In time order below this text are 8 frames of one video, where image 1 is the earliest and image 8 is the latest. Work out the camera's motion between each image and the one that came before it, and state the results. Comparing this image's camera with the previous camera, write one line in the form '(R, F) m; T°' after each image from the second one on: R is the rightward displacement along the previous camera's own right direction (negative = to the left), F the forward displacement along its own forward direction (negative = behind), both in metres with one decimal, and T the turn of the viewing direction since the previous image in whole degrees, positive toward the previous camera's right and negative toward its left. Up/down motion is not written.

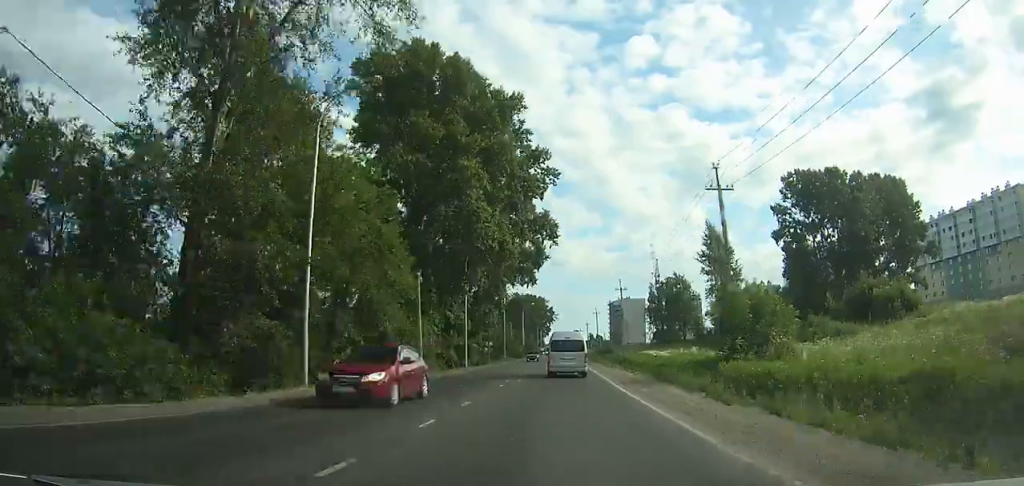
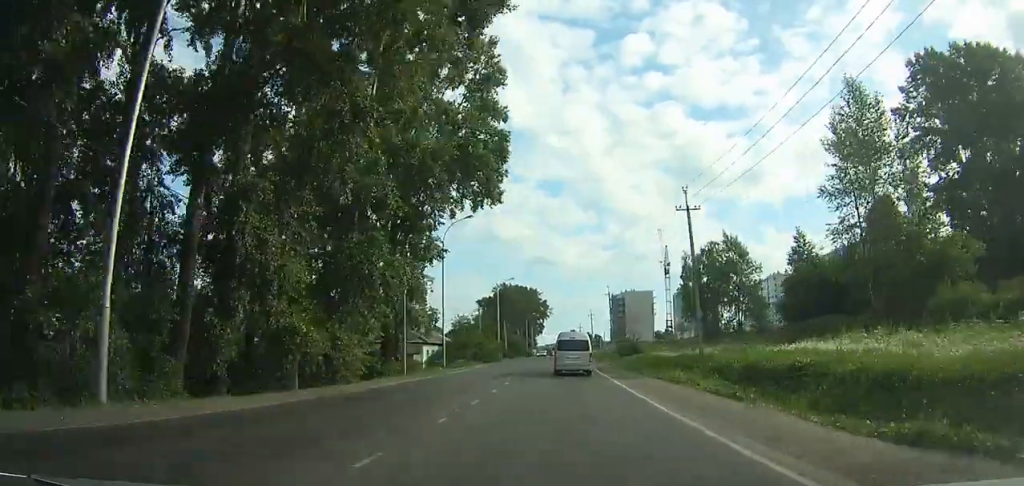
(+0.3, +45.6) m; +8°
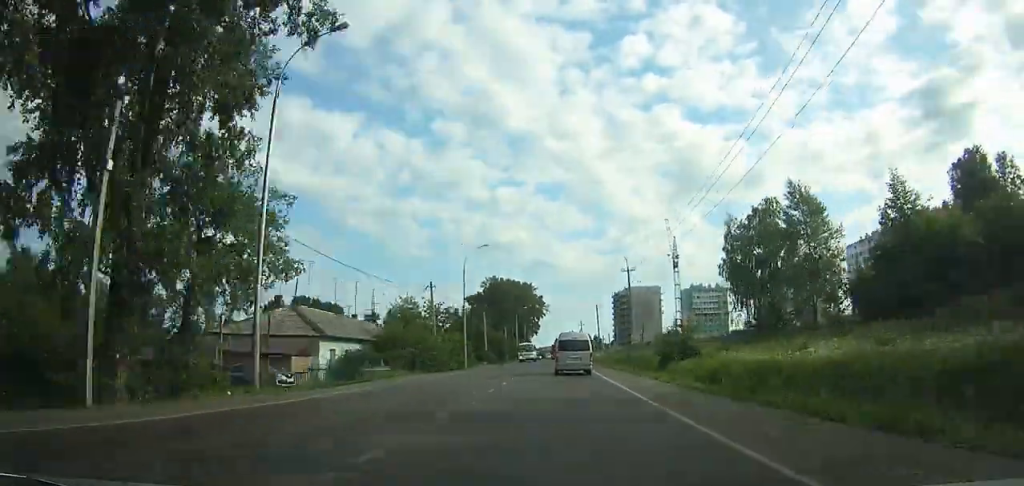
(-2.4, +27.5) m; +7°
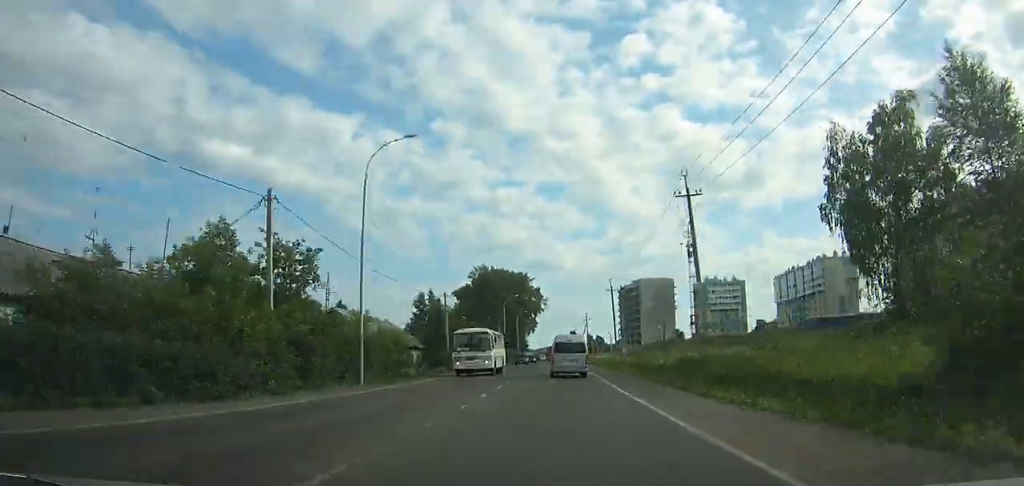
(+7.9, +17.8) m; -7°
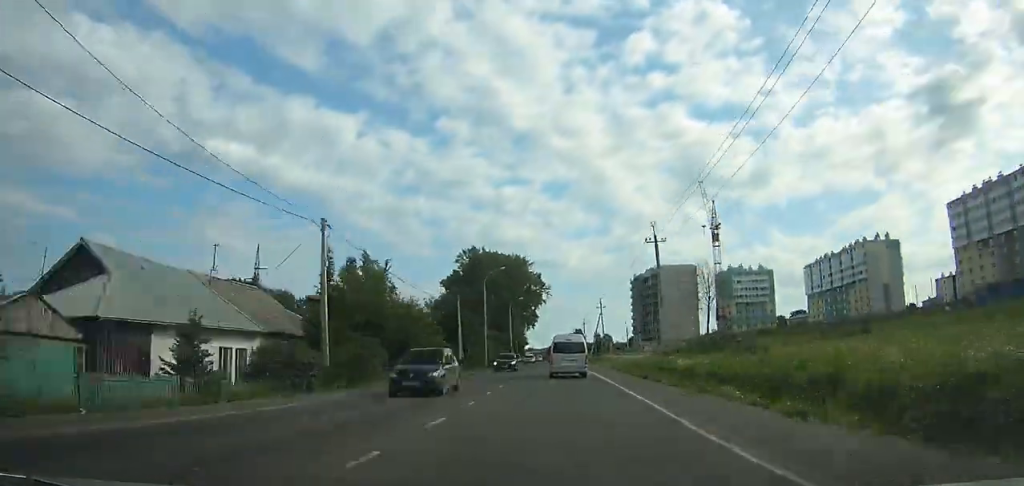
(-0.7, +25.6) m; -8°
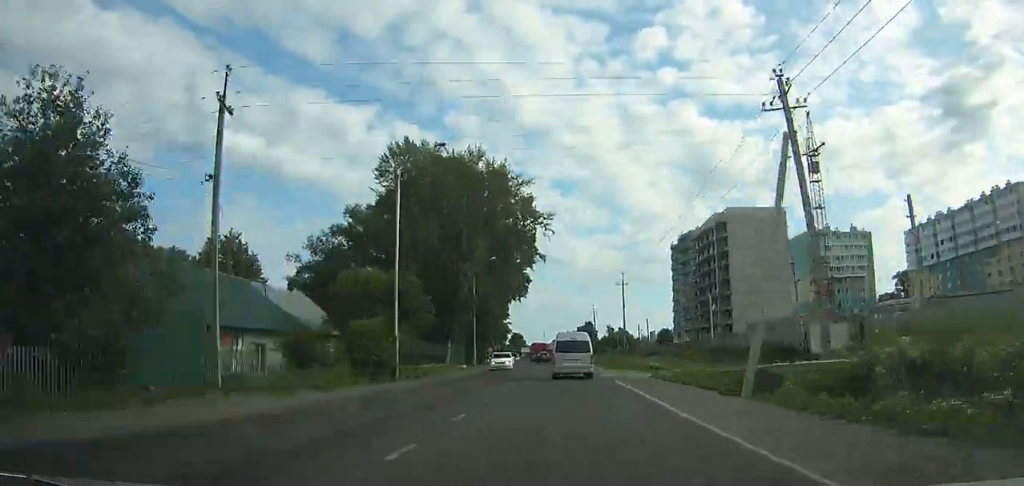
(-13.7, +89.1) m; -4°
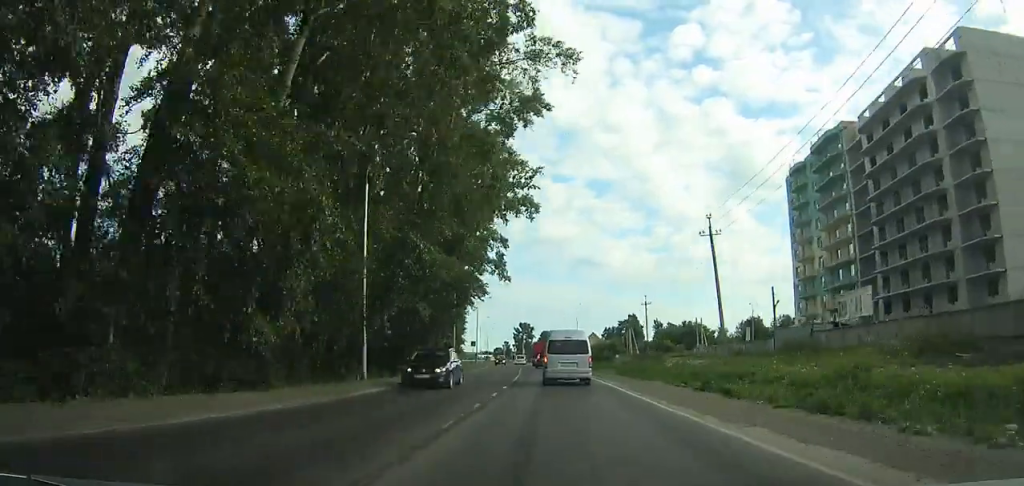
(+2.1, +71.2) m; +1°
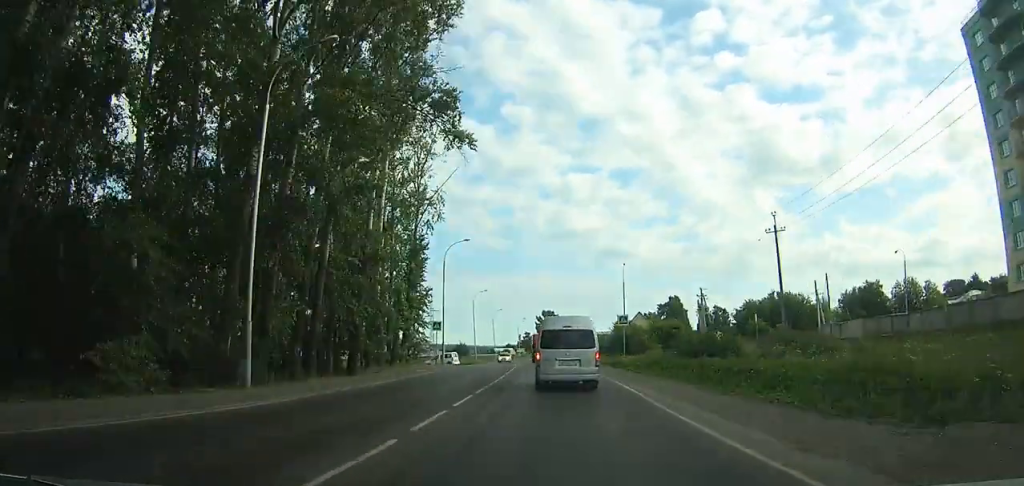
(-0.7, +46.9) m; -3°
